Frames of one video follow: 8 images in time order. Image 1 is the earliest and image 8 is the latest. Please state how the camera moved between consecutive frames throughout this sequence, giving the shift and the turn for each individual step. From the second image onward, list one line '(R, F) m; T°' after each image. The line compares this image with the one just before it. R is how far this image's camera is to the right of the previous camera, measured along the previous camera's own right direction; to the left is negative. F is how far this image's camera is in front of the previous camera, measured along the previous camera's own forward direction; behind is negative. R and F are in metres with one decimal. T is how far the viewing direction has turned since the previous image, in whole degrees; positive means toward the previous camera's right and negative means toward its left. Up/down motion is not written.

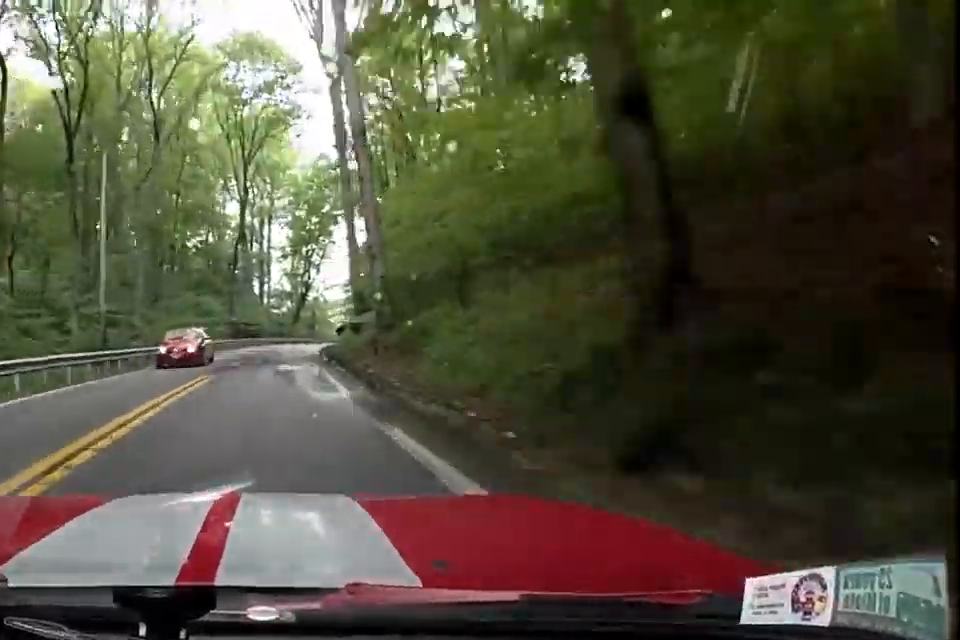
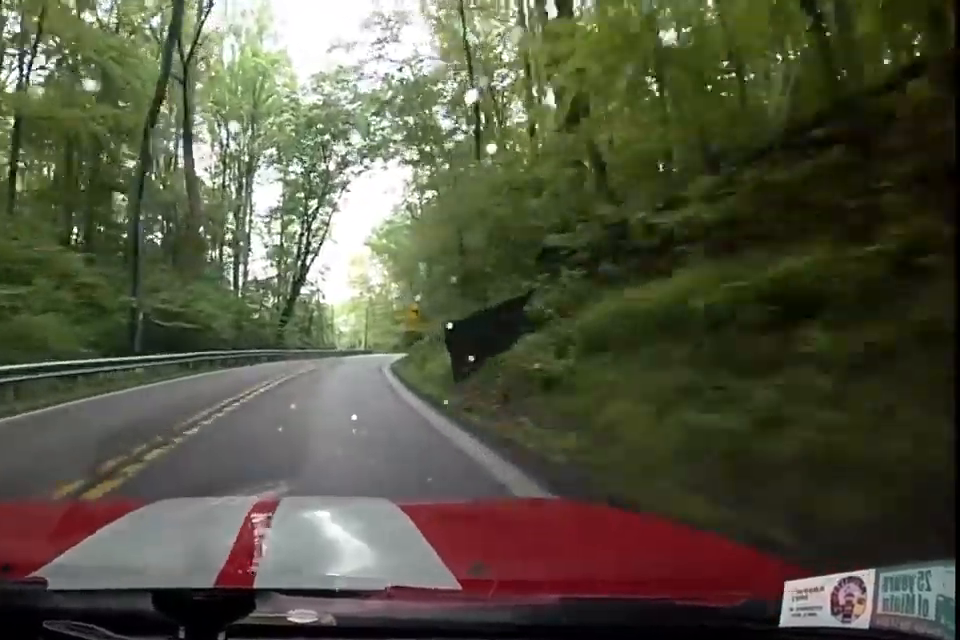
(-5.6, +39.7) m; +6°
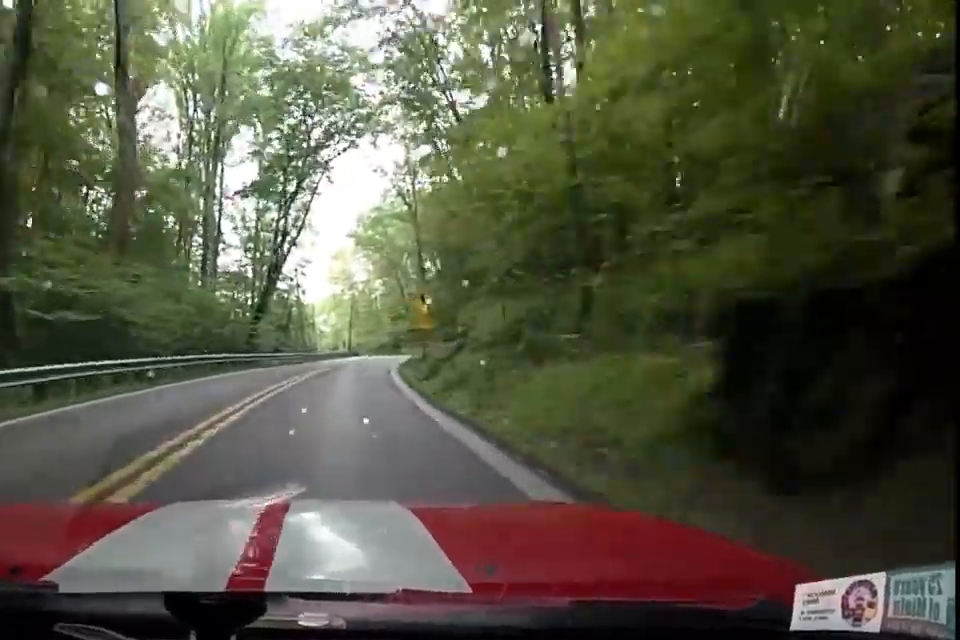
(+0.7, +10.3) m; +9°
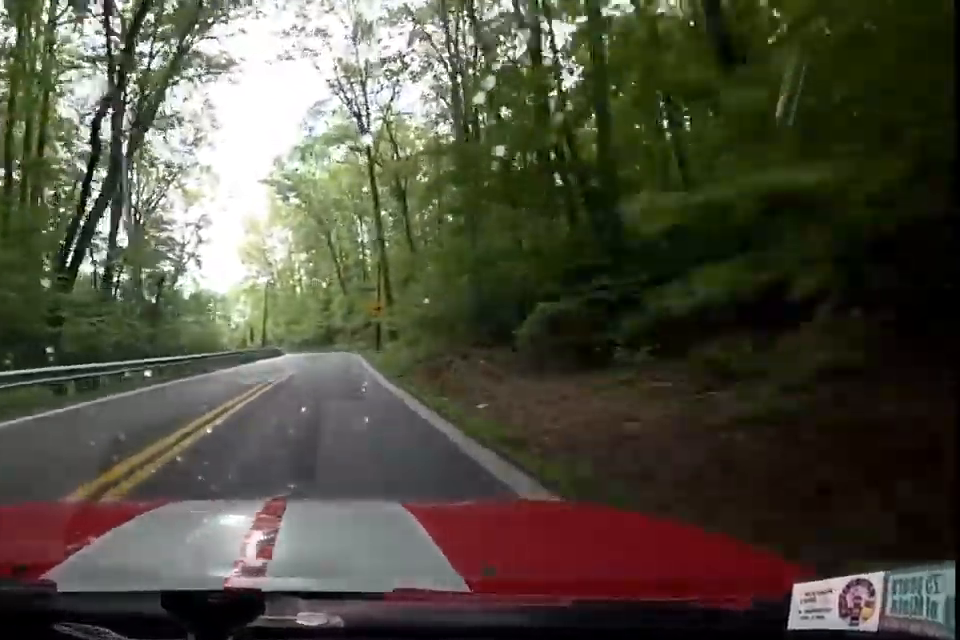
(+3.8, +29.6) m; +7°
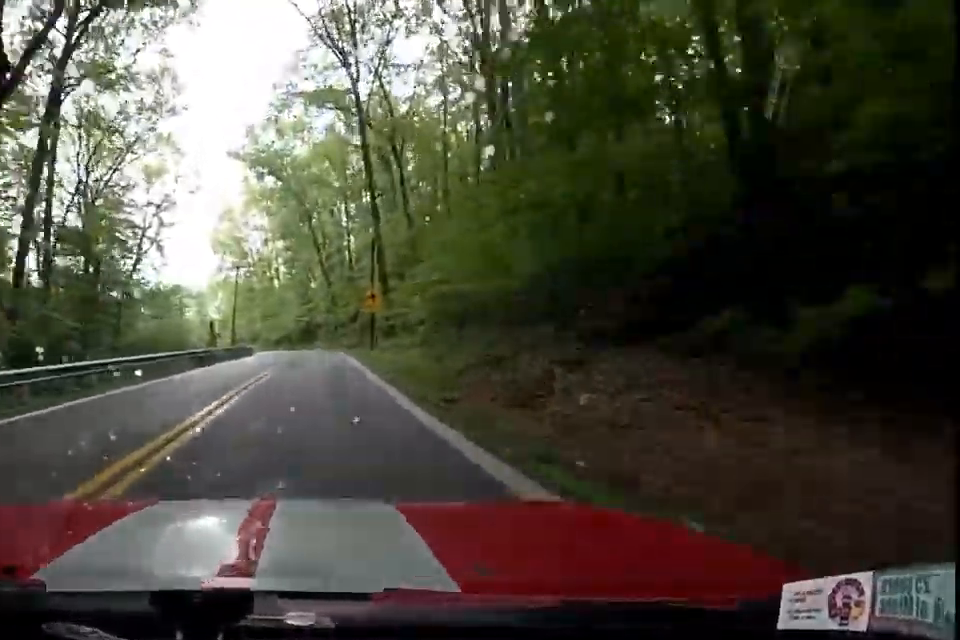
(-0.2, +8.9) m; -1°
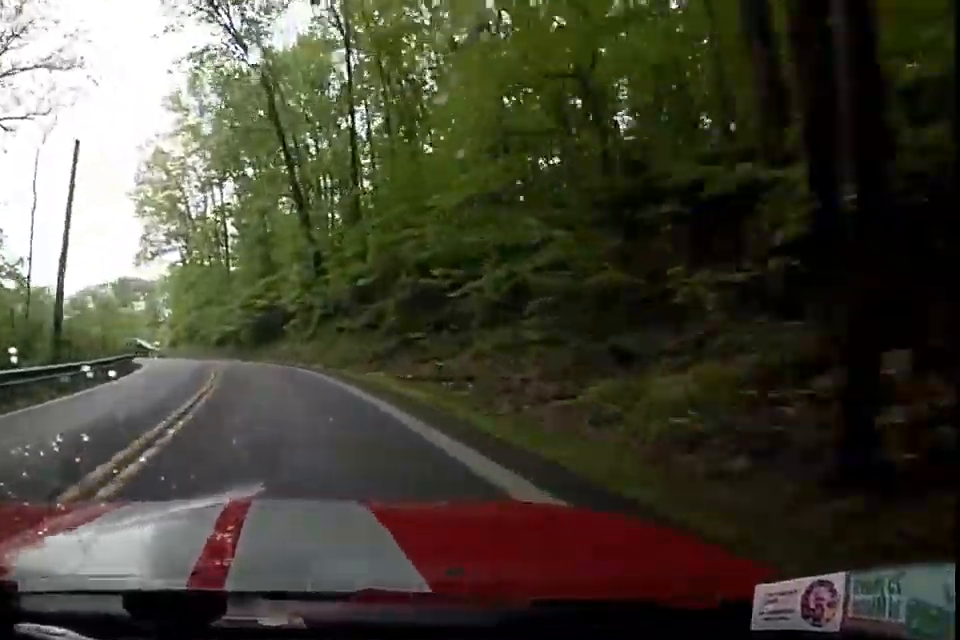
(0.0, +34.0) m; +2°
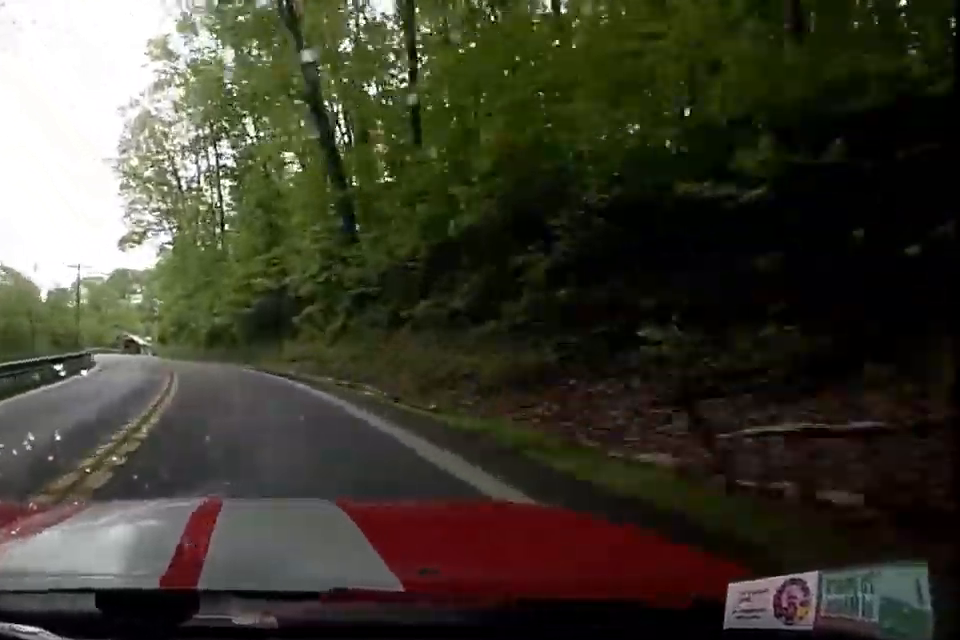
(+0.4, +12.1) m; +1°
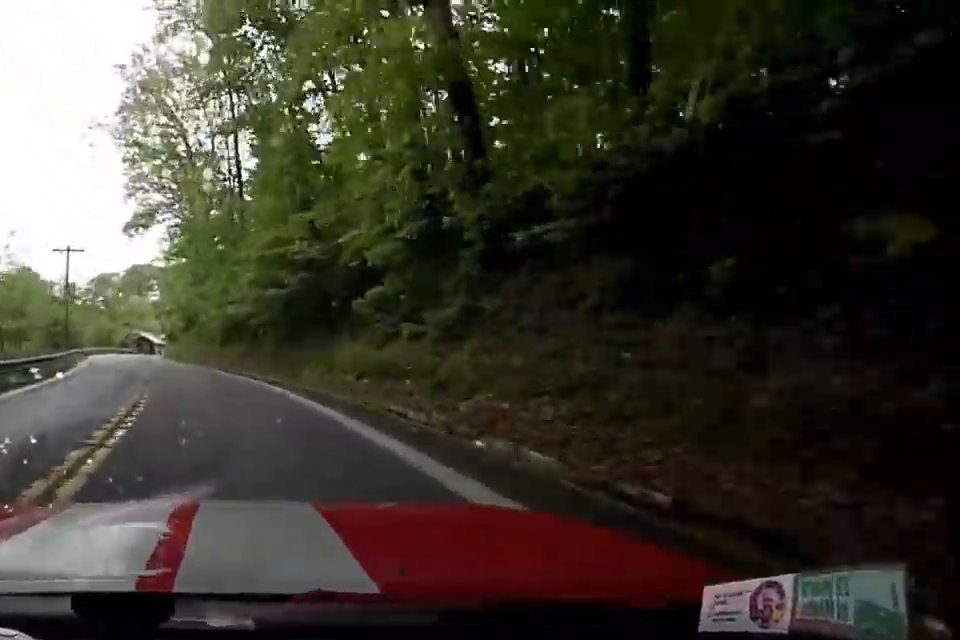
(+0.1, +10.5) m; 0°
